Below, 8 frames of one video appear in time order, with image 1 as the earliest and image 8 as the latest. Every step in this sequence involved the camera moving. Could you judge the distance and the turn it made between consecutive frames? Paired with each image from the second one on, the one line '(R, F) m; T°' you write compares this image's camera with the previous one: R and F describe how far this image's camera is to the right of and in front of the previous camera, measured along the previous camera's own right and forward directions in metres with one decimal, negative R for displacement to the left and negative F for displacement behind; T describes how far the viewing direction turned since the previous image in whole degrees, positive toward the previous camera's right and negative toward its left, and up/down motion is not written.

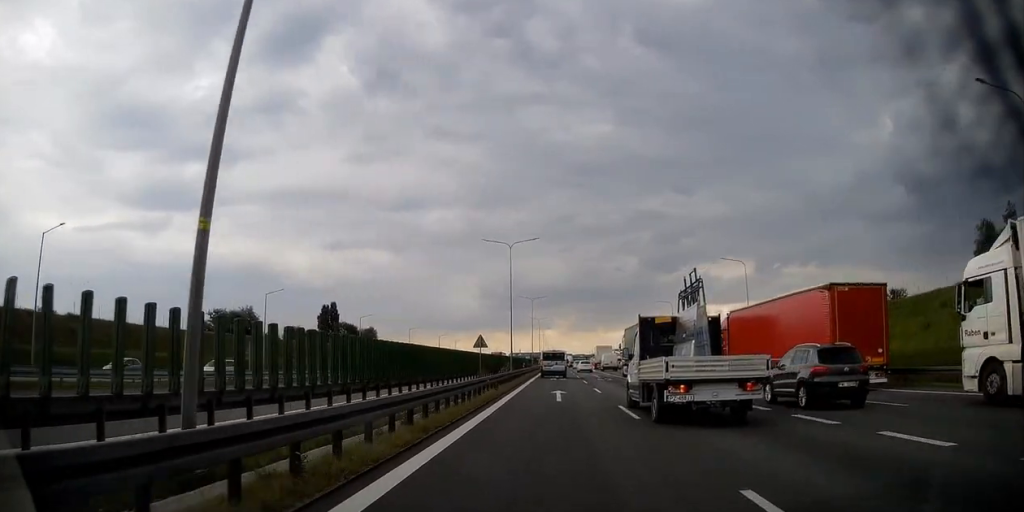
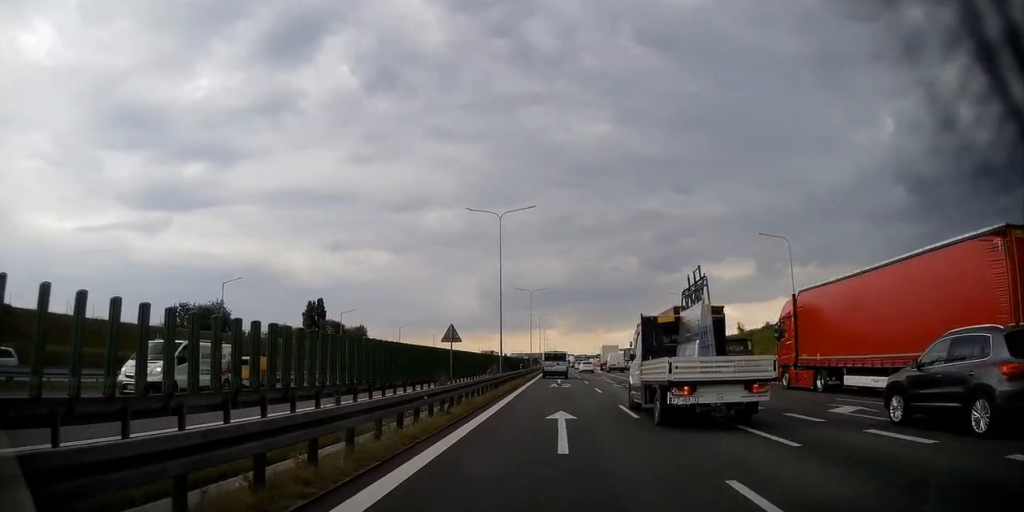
(0.0, +13.1) m; 0°
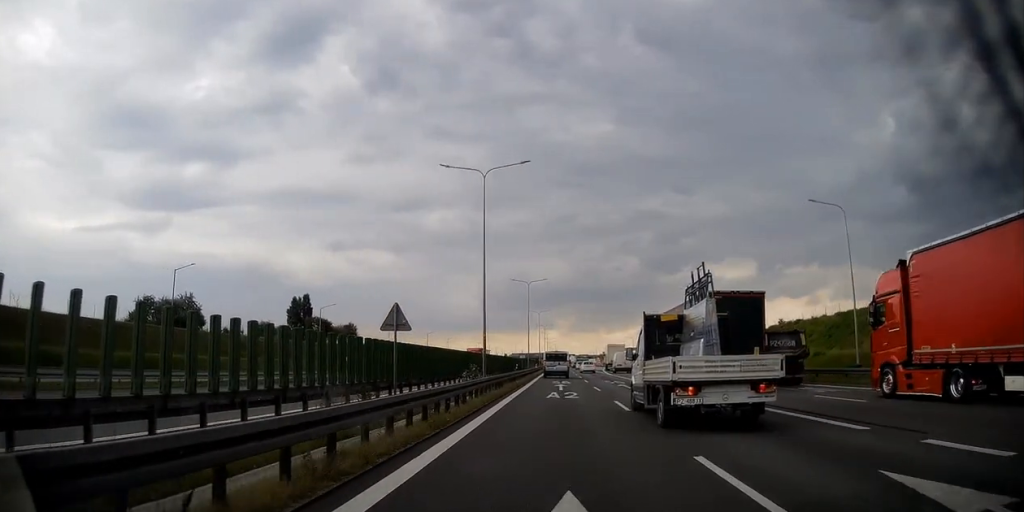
(0.0, +11.8) m; 0°
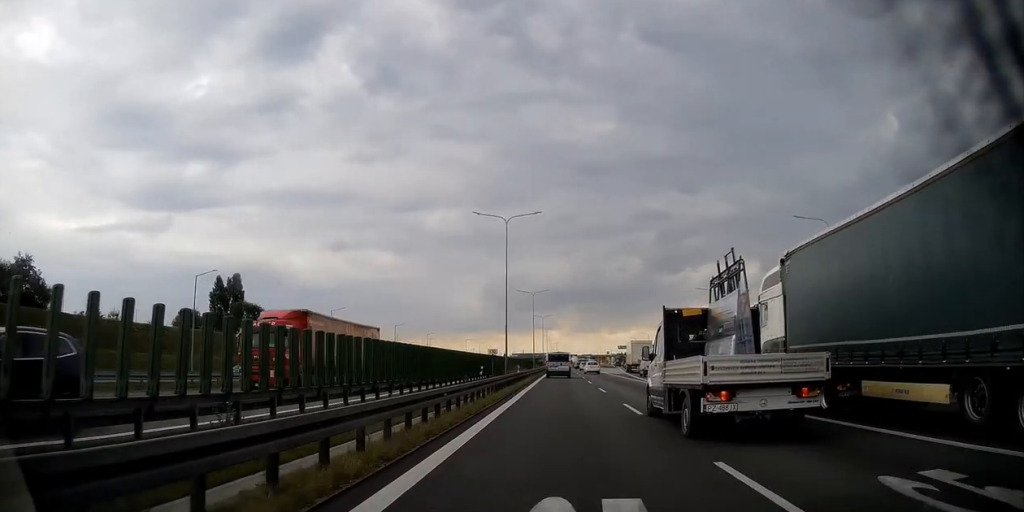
(+0.2, +42.2) m; +1°
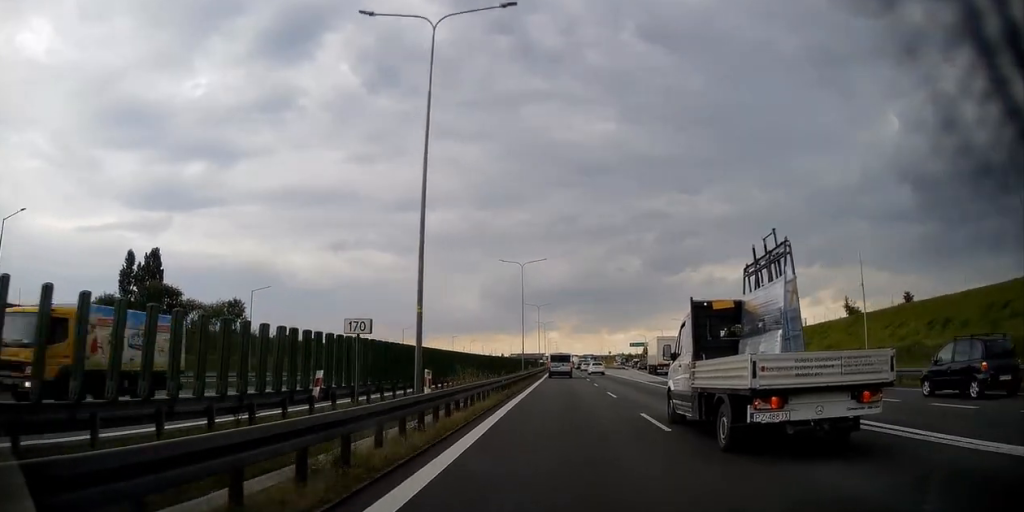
(+0.2, +27.7) m; 0°
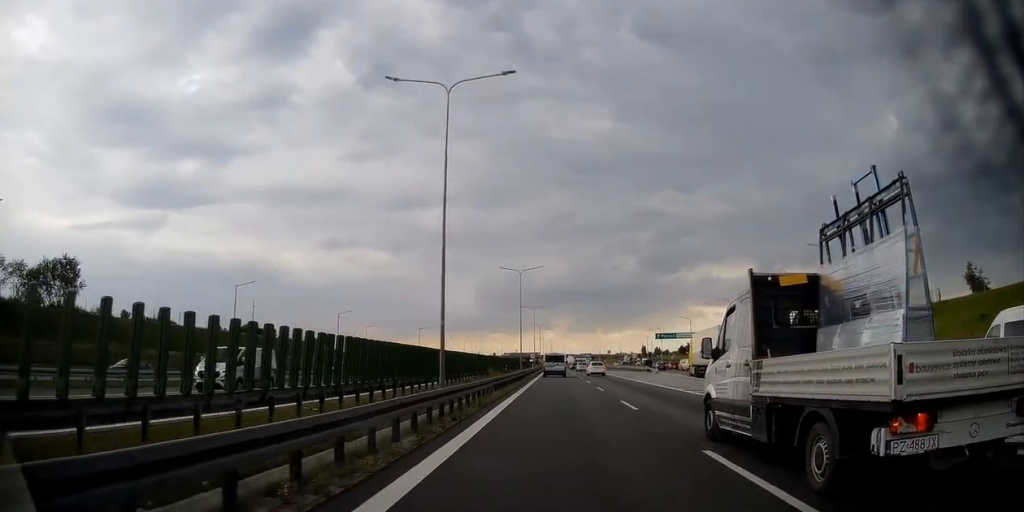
(-0.4, +40.7) m; 0°
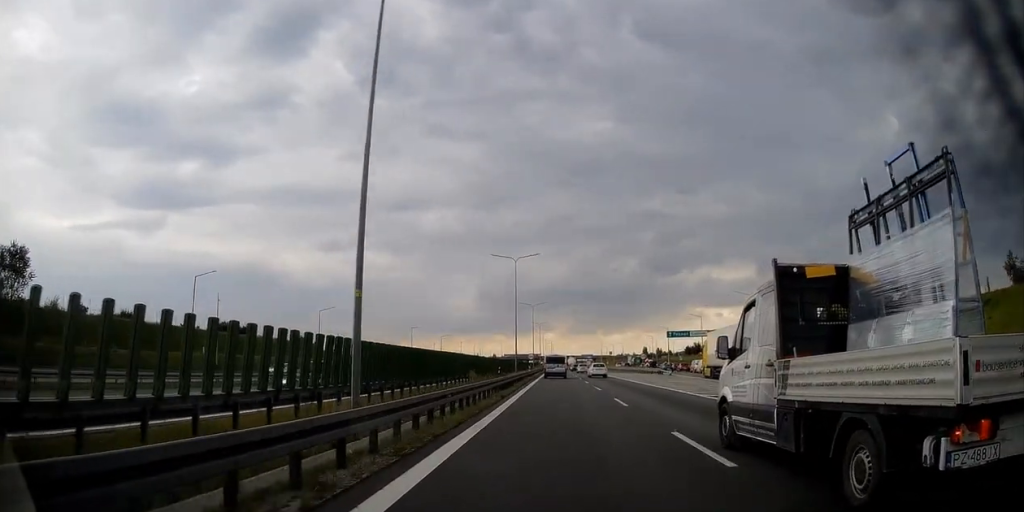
(0.0, +7.9) m; 0°
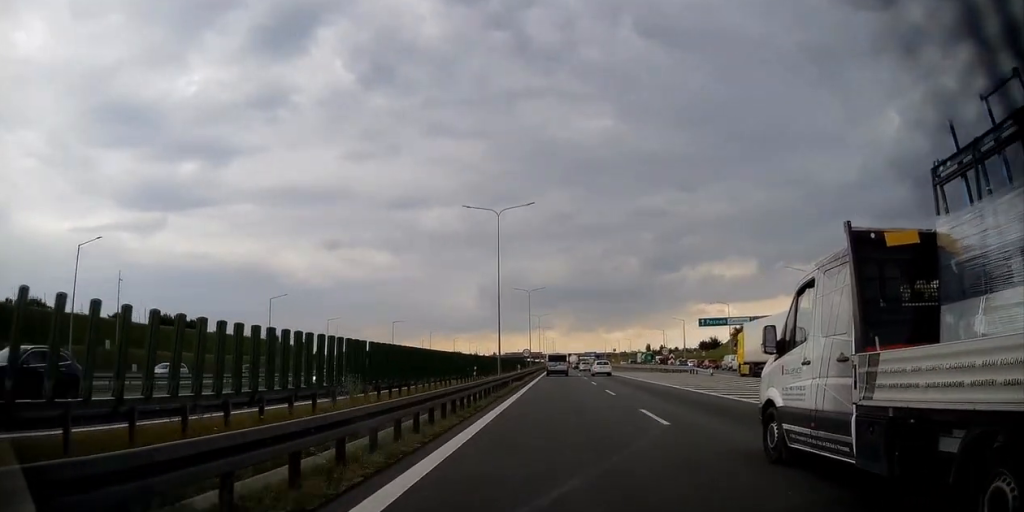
(+0.1, +15.5) m; 0°
